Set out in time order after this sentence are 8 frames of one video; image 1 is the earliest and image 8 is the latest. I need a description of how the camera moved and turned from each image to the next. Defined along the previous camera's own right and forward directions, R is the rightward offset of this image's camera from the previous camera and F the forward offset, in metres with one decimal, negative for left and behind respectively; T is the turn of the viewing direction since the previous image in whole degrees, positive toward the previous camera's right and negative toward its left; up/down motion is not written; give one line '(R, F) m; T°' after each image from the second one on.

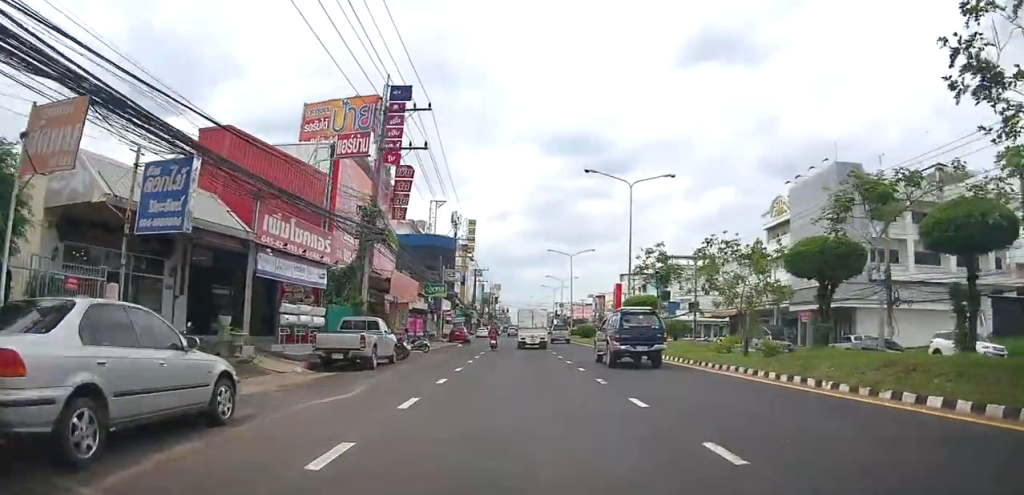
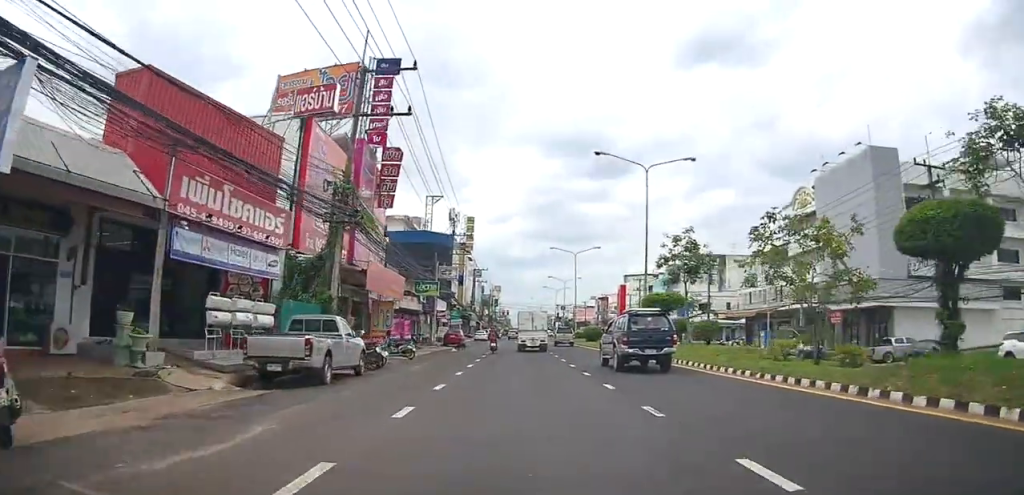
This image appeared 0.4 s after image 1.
(0.0, +4.9) m; 0°
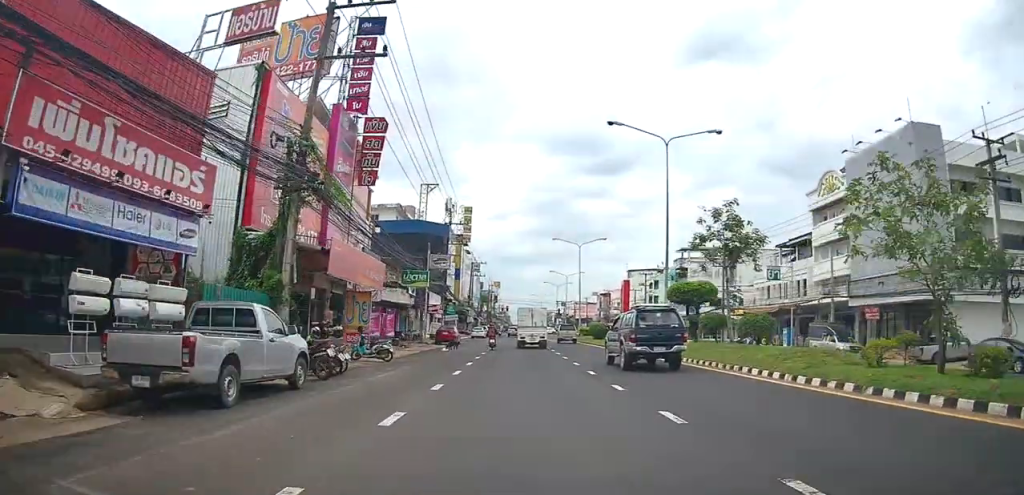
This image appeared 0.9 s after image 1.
(0.0, +5.0) m; 0°
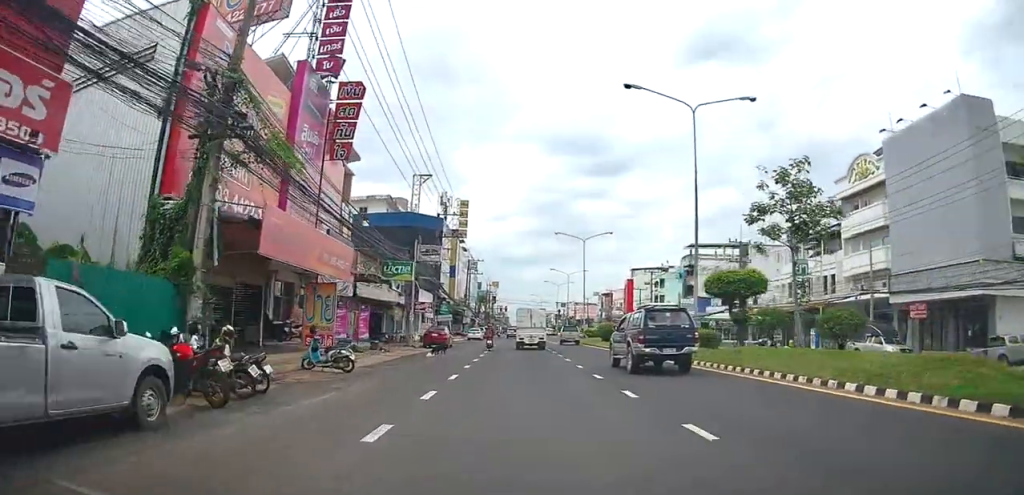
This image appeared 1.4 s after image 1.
(0.0, +5.4) m; 0°
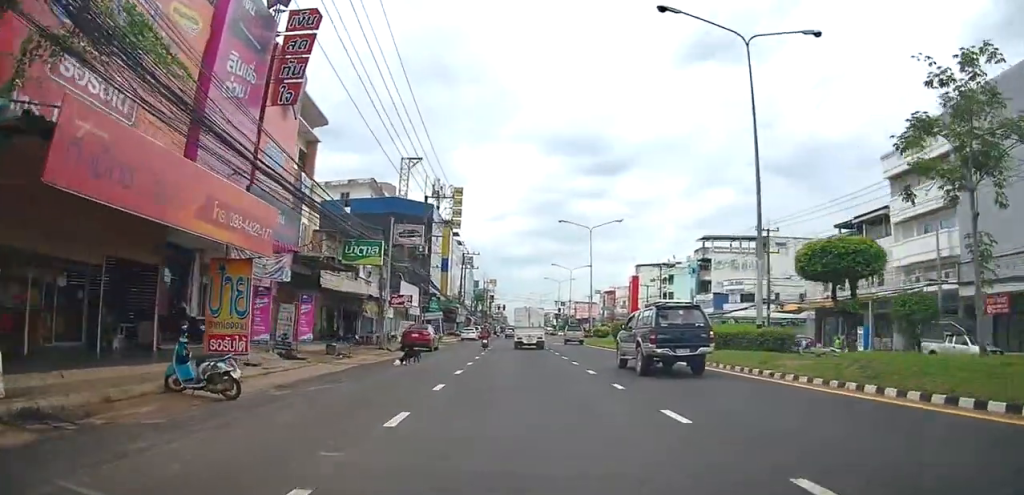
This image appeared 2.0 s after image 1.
(0.0, +7.2) m; +1°
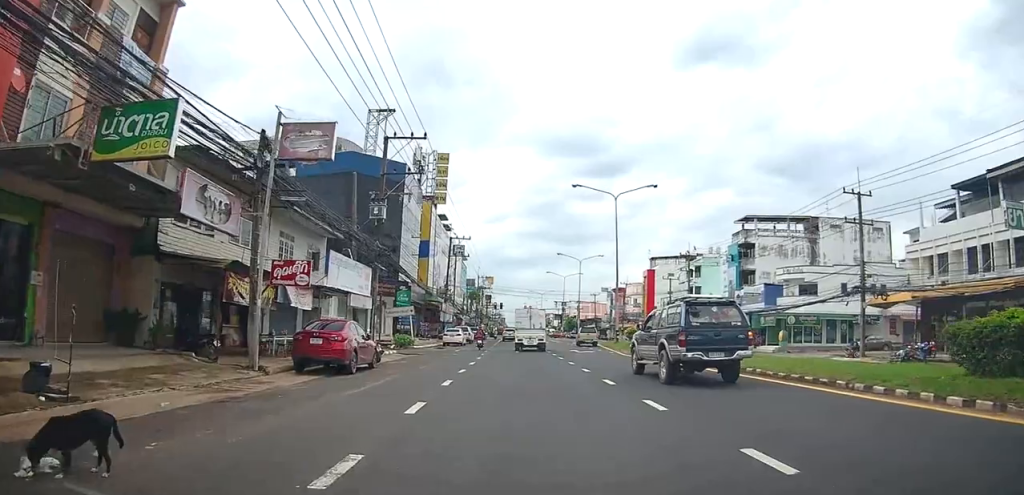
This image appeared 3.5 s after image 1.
(+0.8, +15.3) m; +2°
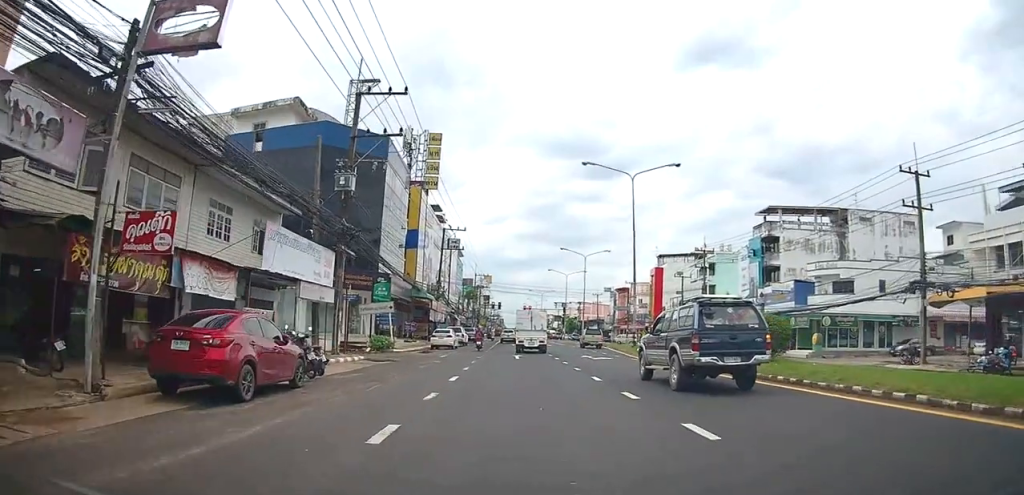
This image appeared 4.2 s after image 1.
(-0.4, +6.4) m; -3°
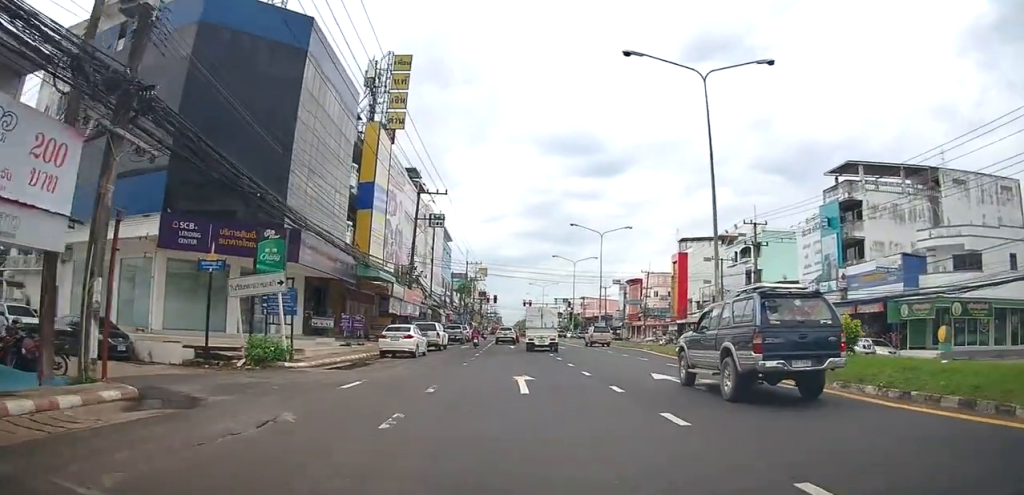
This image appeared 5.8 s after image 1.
(-0.3, +15.7) m; +2°
